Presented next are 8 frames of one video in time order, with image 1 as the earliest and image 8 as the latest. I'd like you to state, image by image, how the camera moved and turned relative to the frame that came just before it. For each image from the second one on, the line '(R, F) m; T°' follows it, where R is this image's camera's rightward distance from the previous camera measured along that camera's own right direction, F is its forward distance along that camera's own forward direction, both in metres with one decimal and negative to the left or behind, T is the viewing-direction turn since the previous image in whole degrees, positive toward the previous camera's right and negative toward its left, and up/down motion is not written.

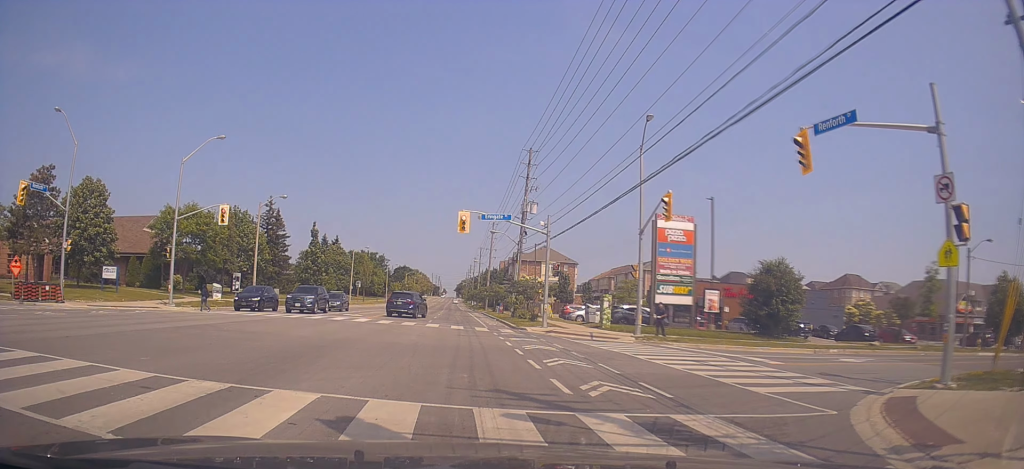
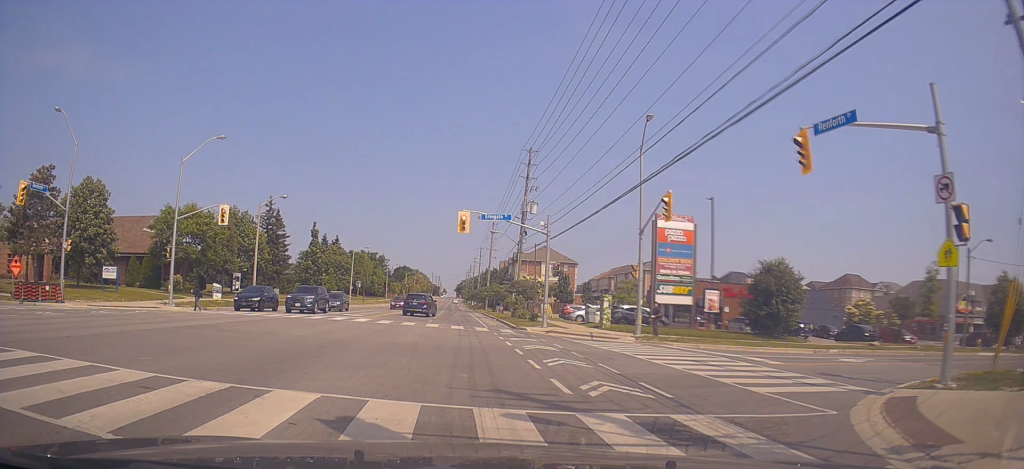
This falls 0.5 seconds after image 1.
(0.0, 0.0) m; 0°
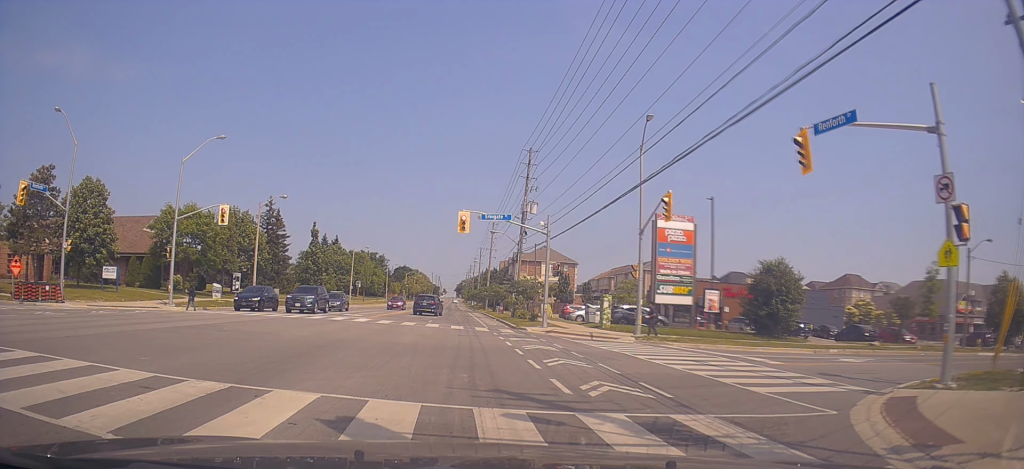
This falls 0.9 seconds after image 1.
(0.0, 0.0) m; 0°
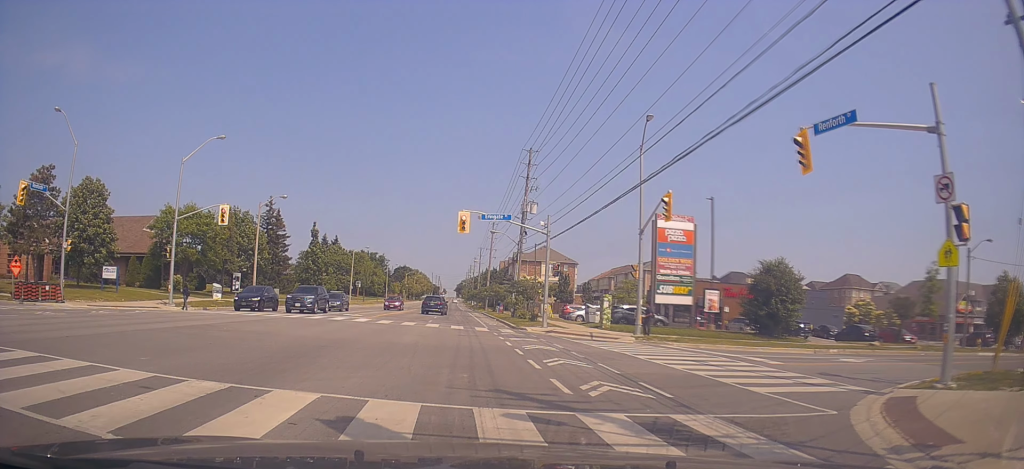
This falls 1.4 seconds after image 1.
(0.0, 0.0) m; 0°
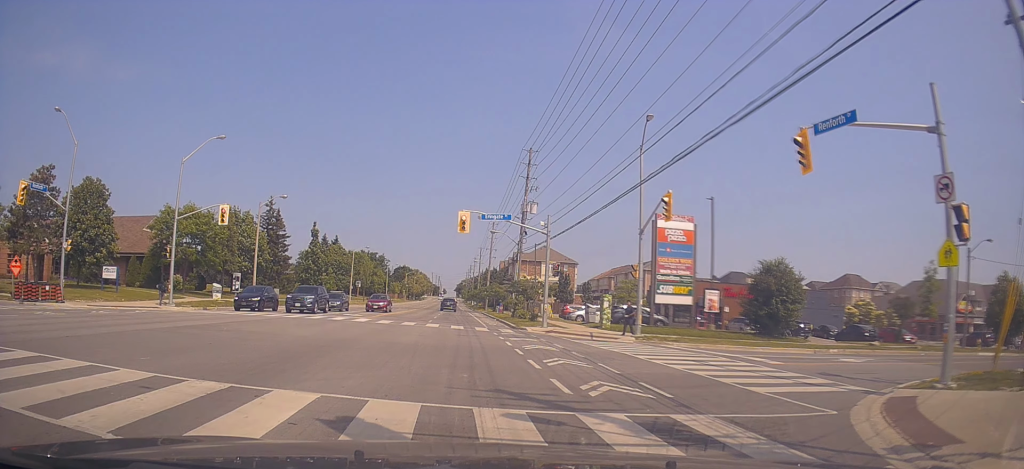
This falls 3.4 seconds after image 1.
(0.0, 0.0) m; 0°
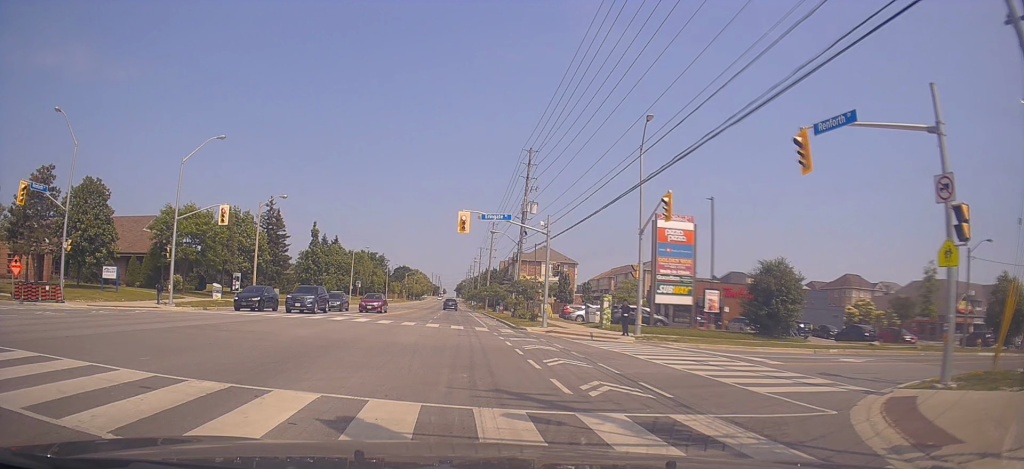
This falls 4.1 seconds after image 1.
(0.0, 0.0) m; 0°
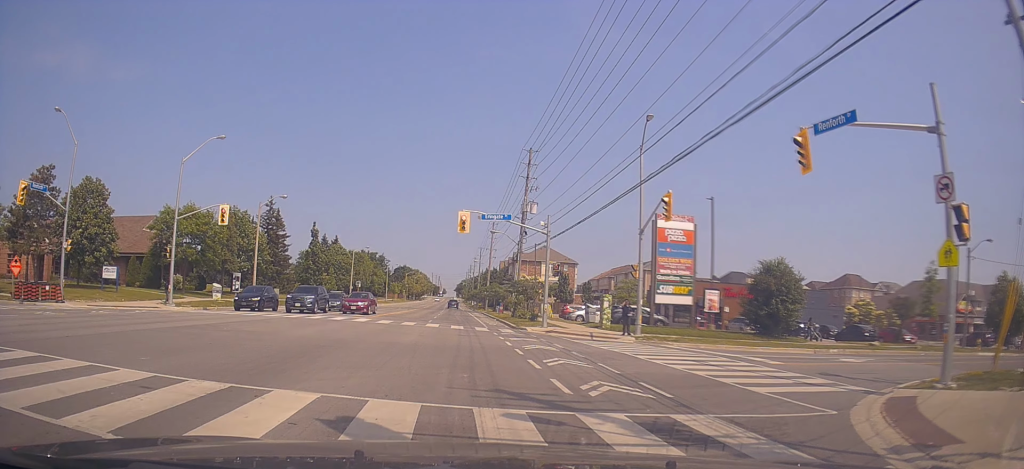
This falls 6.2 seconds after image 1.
(0.0, 0.0) m; 0°
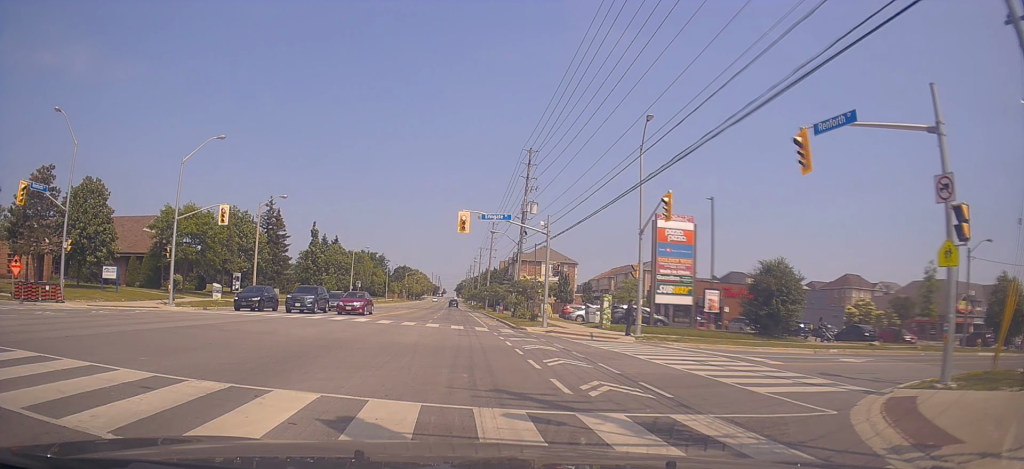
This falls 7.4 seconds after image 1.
(0.0, 0.0) m; 0°
